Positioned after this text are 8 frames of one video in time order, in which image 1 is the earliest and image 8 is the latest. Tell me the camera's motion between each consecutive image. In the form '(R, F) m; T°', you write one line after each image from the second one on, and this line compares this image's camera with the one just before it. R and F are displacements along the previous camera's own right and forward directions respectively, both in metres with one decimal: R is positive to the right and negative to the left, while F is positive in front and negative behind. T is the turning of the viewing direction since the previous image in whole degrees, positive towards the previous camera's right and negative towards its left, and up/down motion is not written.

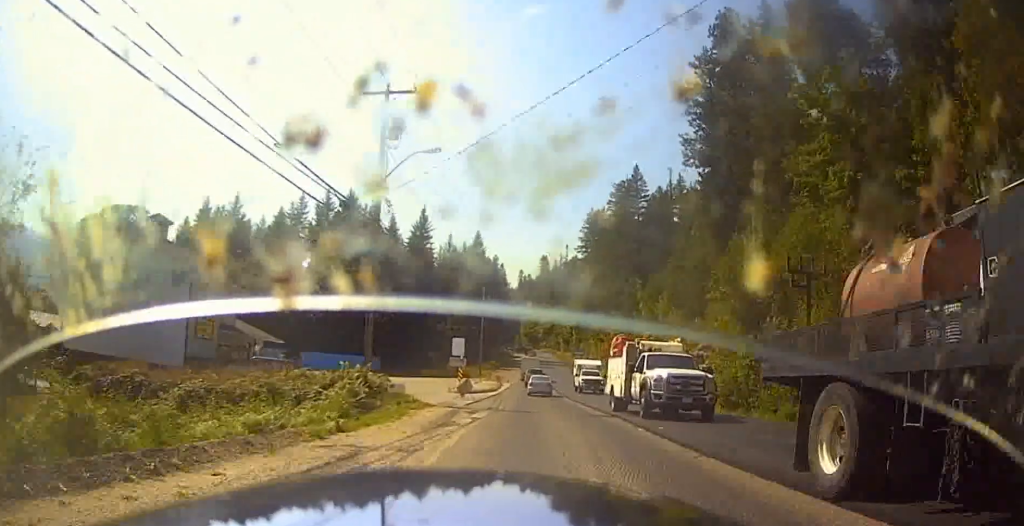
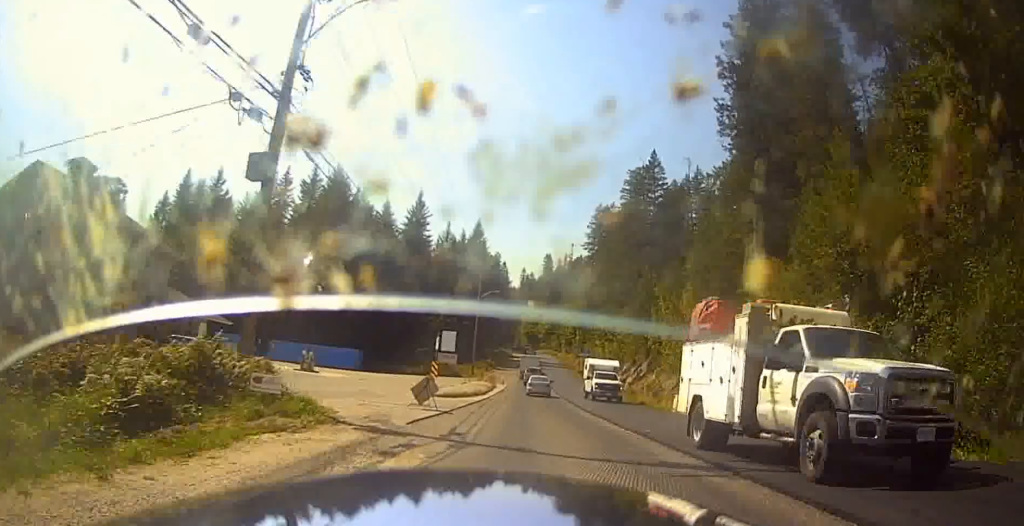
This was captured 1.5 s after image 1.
(-0.1, +11.3) m; -5°
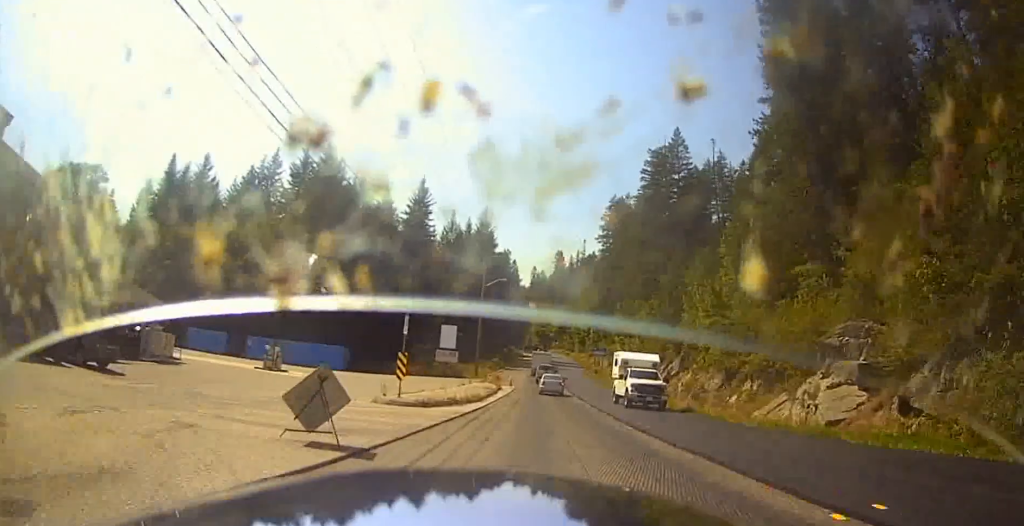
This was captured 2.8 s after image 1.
(-0.4, +10.6) m; -3°
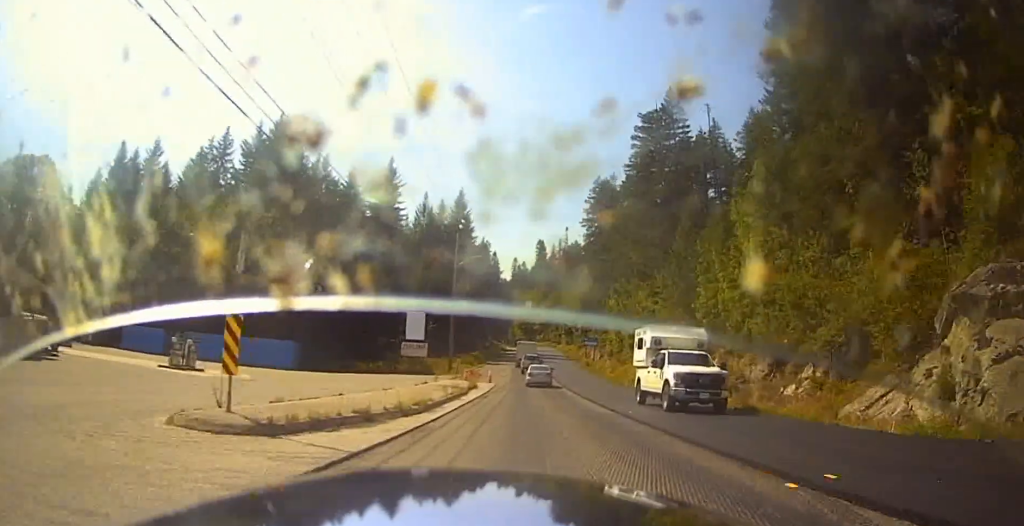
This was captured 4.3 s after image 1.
(-0.3, +11.8) m; 0°
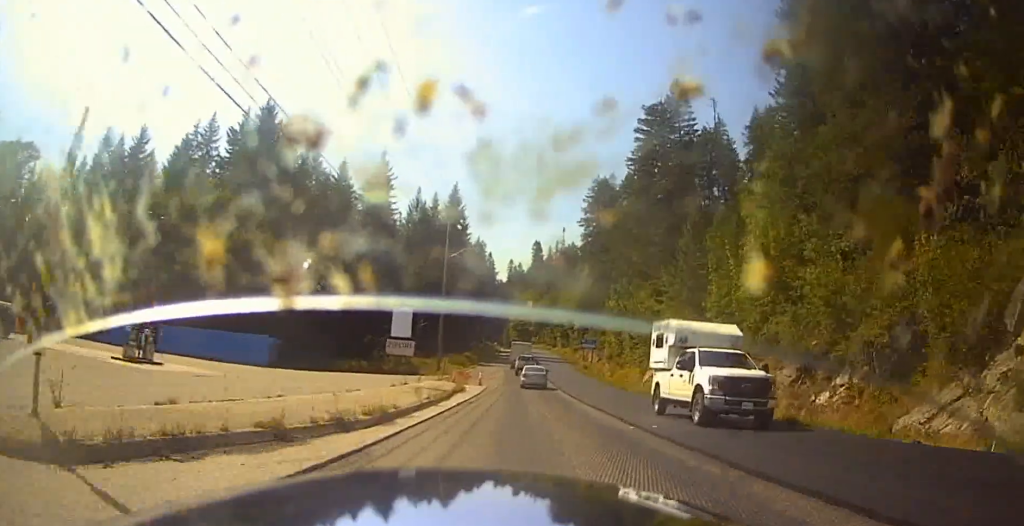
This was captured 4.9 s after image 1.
(+0.4, +4.5) m; 0°
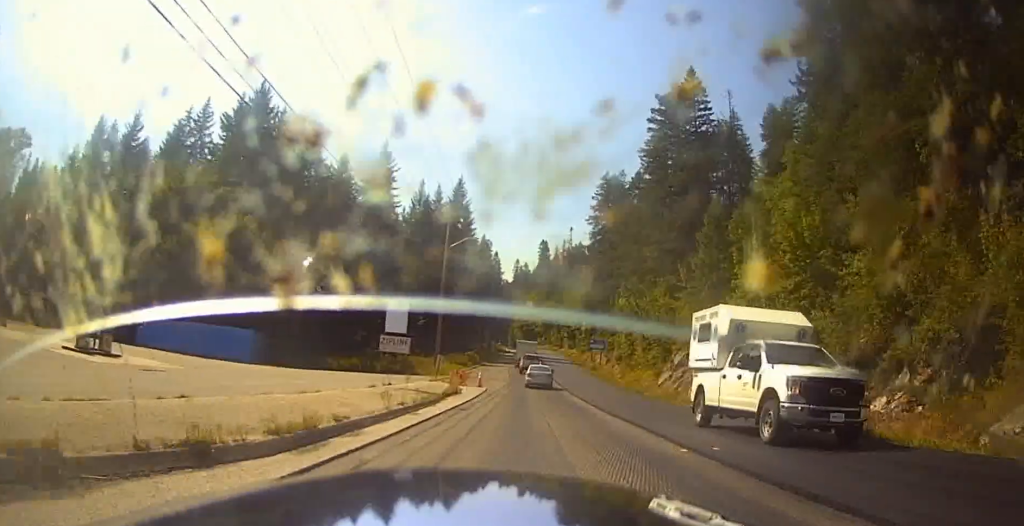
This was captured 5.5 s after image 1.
(0.0, +4.8) m; 0°
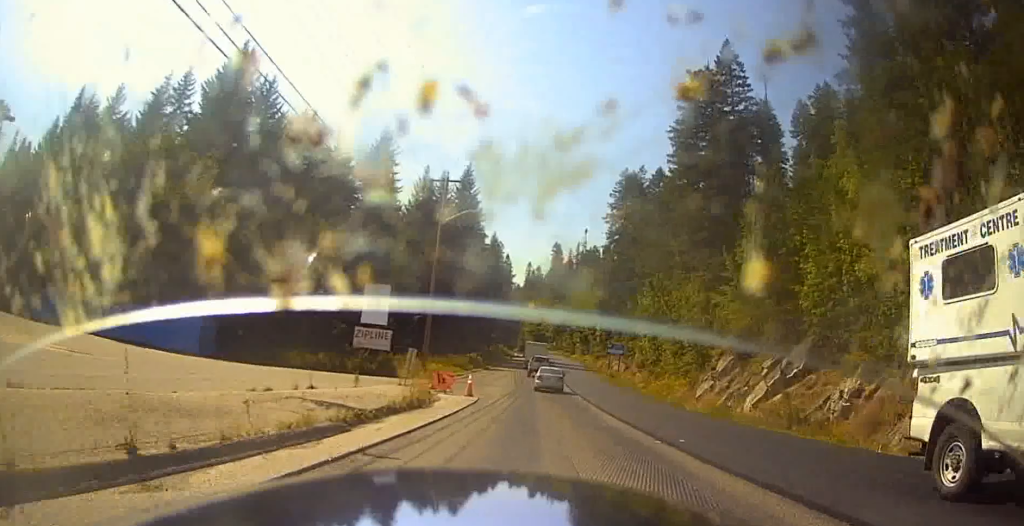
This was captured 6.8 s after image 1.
(0.0, +10.7) m; -1°
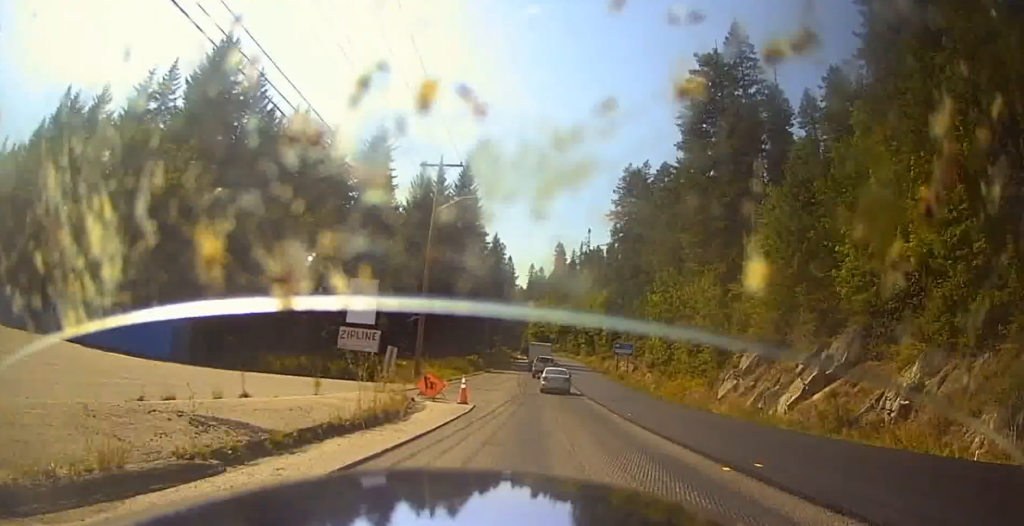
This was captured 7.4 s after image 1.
(0.0, +4.3) m; -1°
